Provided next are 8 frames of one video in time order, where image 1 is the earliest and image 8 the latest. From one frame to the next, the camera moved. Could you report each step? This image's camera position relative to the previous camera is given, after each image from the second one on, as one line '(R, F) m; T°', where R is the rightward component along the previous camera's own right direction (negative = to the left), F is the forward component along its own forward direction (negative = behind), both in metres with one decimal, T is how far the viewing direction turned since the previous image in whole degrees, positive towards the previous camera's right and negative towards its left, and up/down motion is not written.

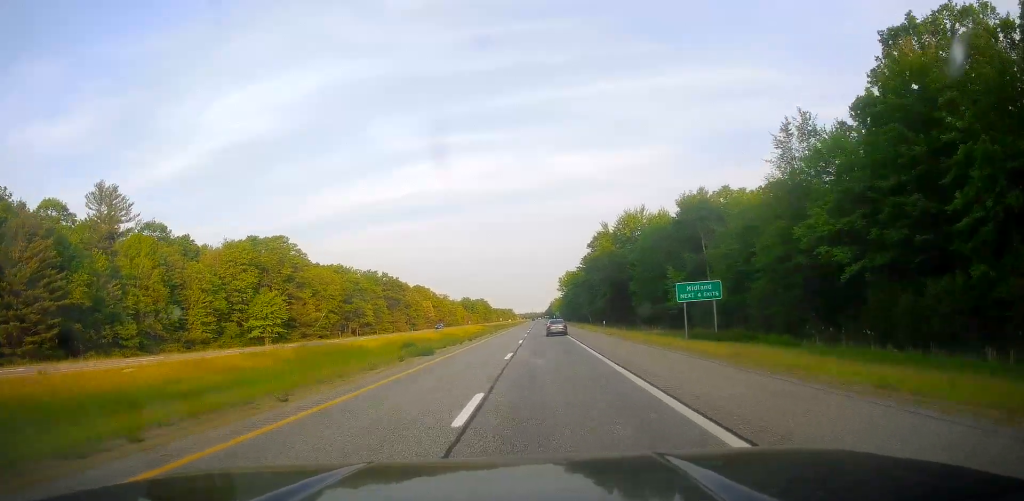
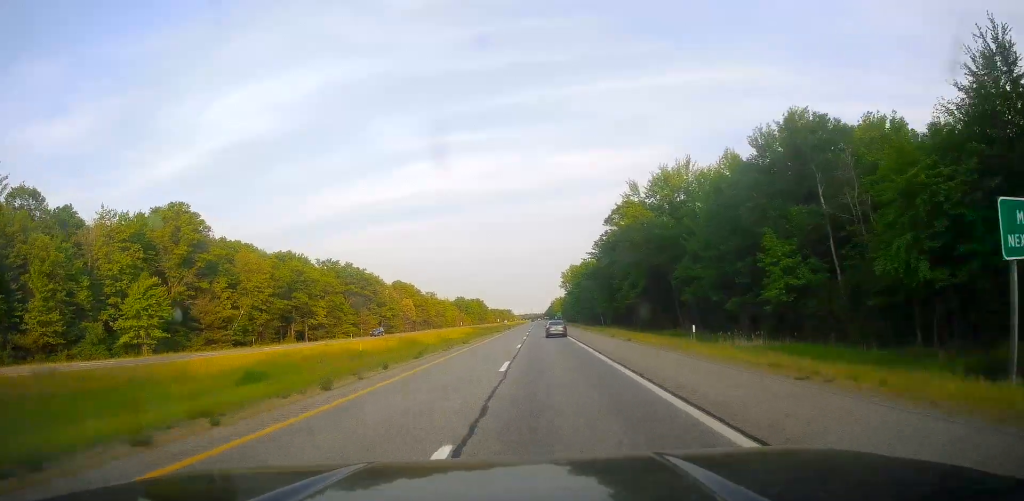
(+0.1, +36.0) m; 0°
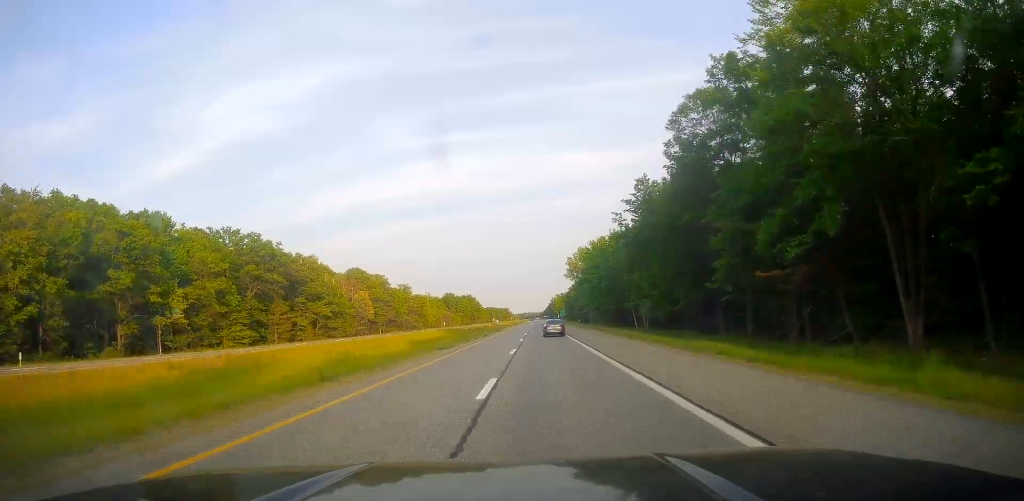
(-0.5, +52.7) m; +1°
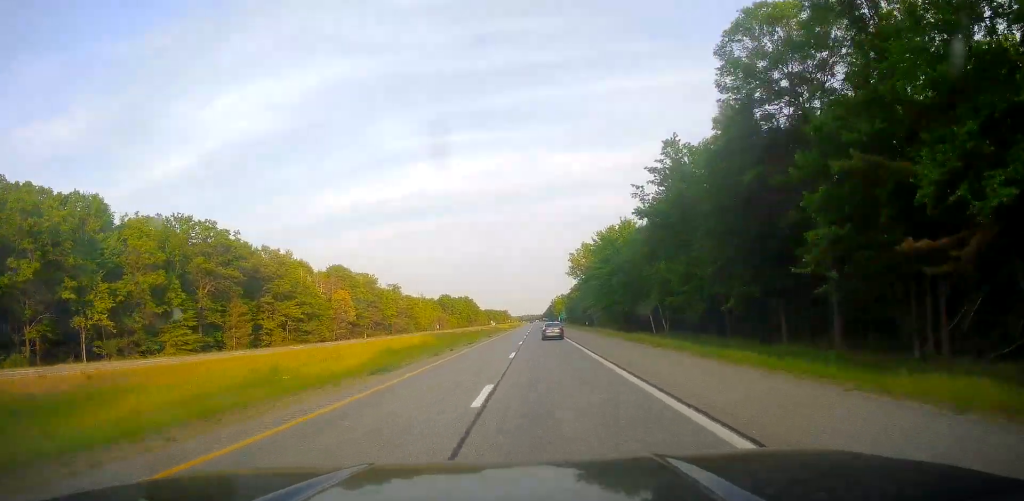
(+0.5, +15.6) m; 0°
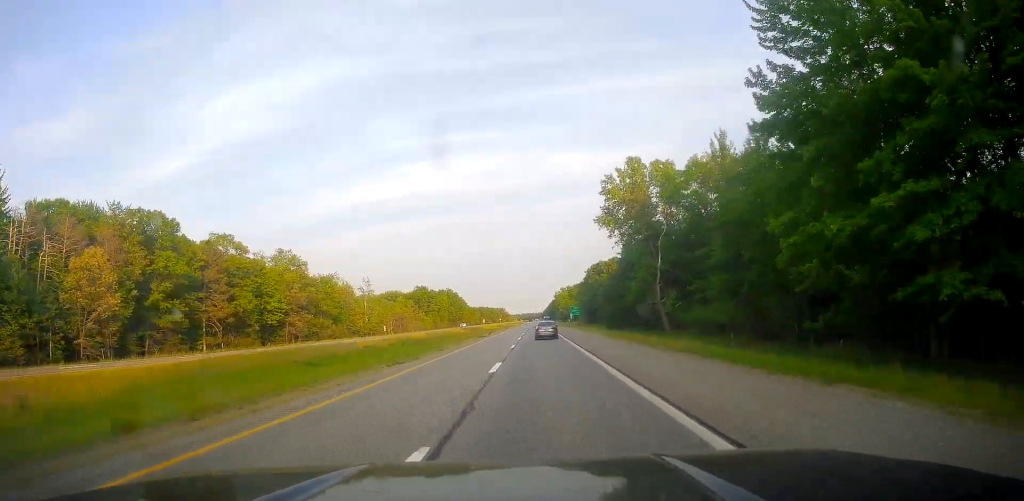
(+0.5, +85.3) m; 0°
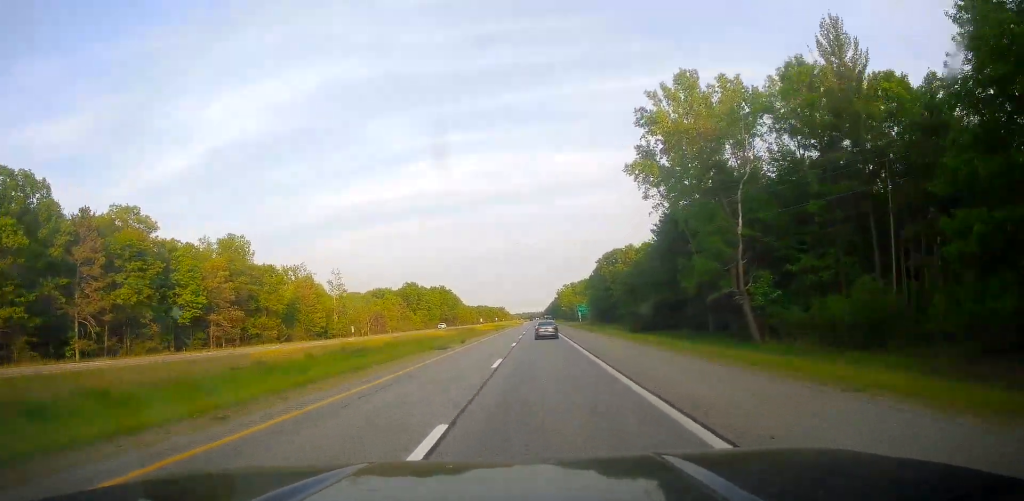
(-0.2, +28.8) m; 0°
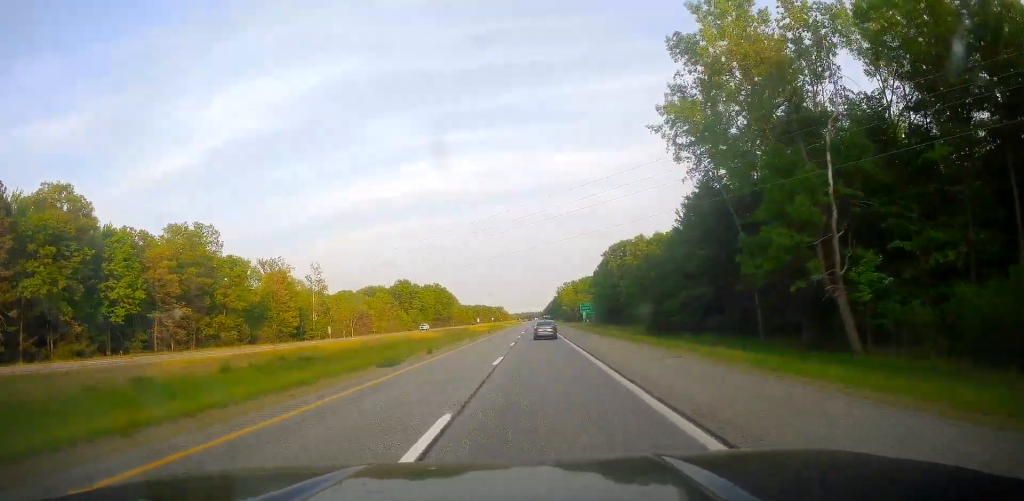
(-0.1, +14.4) m; 0°
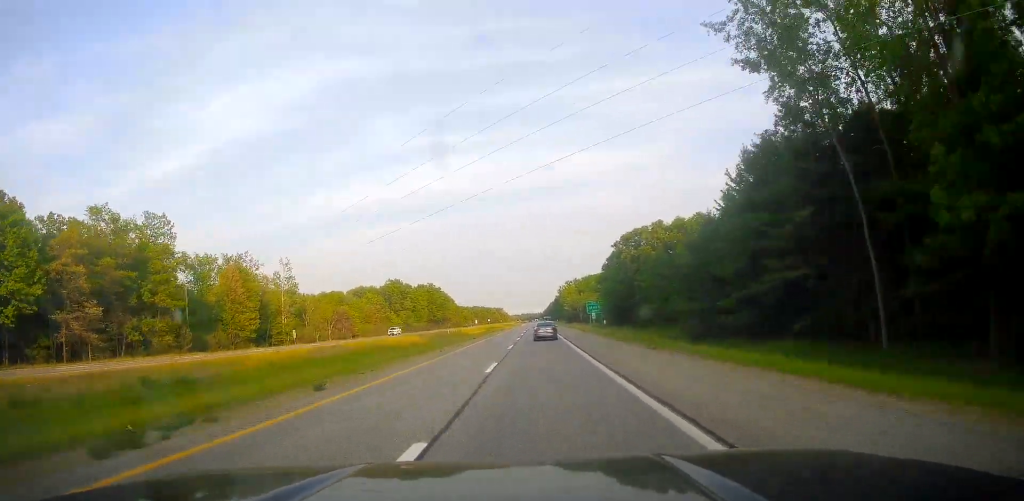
(0.0, +18.0) m; 0°
